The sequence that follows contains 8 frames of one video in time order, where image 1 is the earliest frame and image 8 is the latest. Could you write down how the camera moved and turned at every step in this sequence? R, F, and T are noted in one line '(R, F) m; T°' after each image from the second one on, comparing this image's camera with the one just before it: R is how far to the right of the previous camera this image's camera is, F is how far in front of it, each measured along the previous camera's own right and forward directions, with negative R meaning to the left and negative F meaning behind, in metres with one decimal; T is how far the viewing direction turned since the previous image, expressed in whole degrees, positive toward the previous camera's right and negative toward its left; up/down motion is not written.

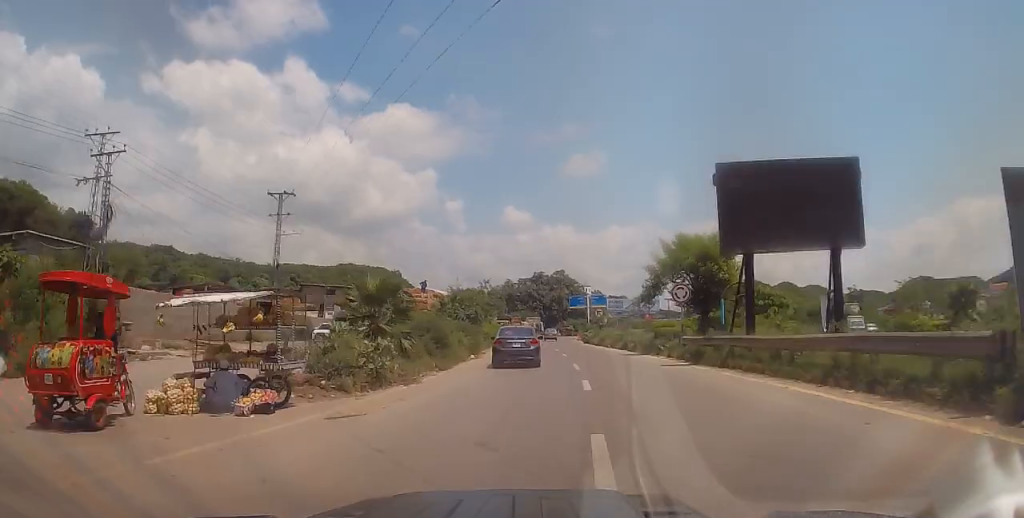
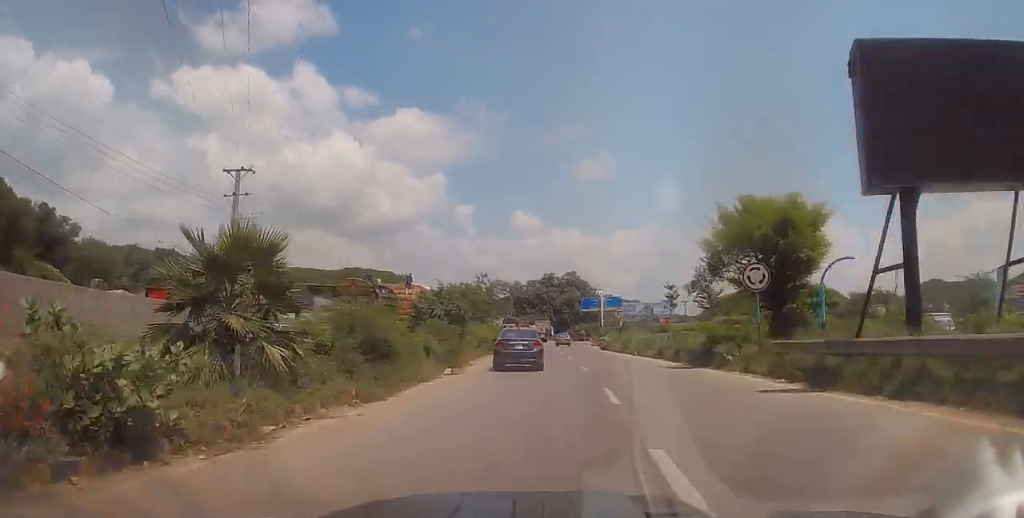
(0.0, +9.8) m; -1°
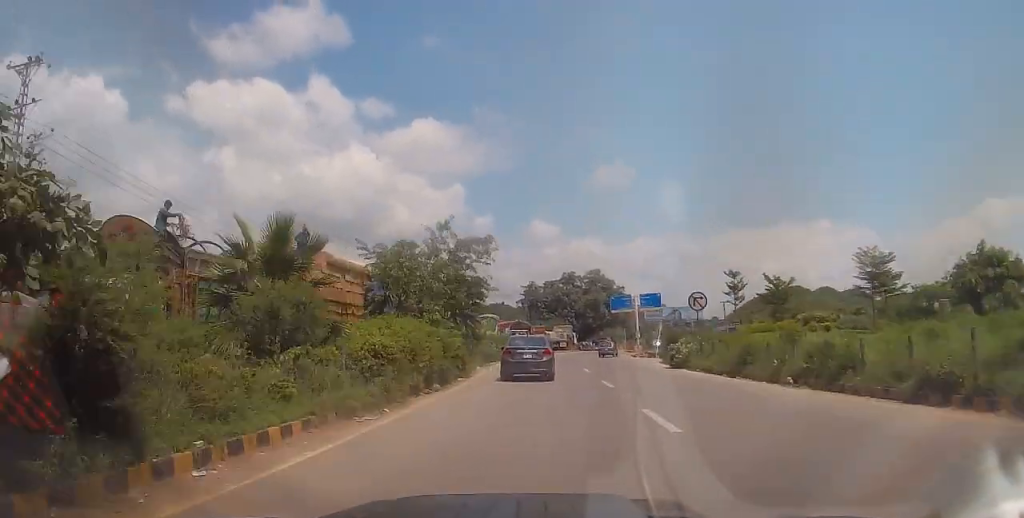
(-0.7, +22.8) m; -2°
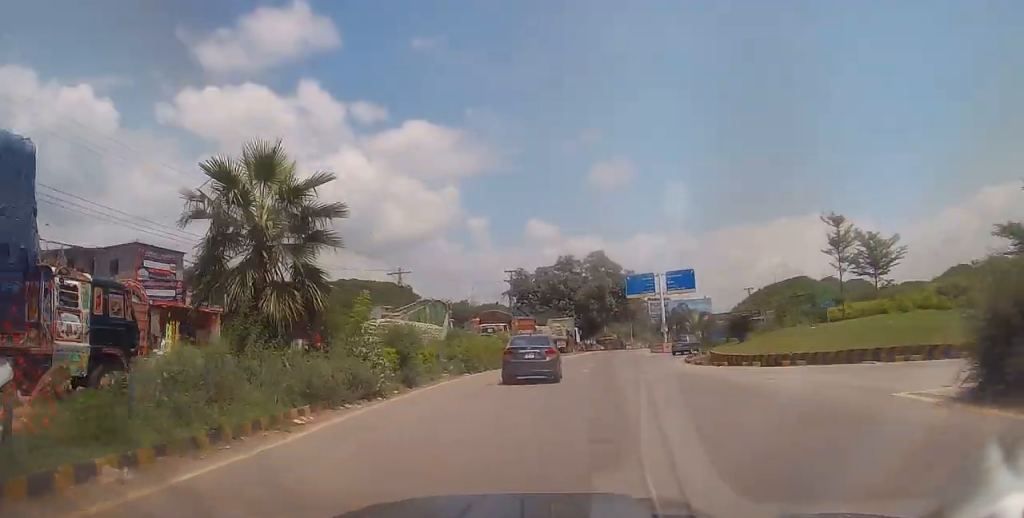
(+0.3, +26.1) m; +2°
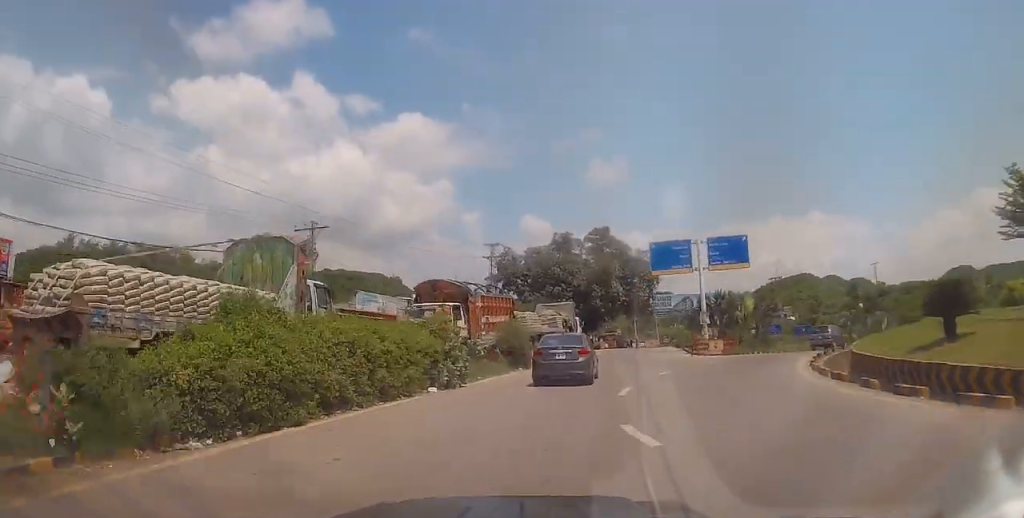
(+0.1, +20.9) m; +1°
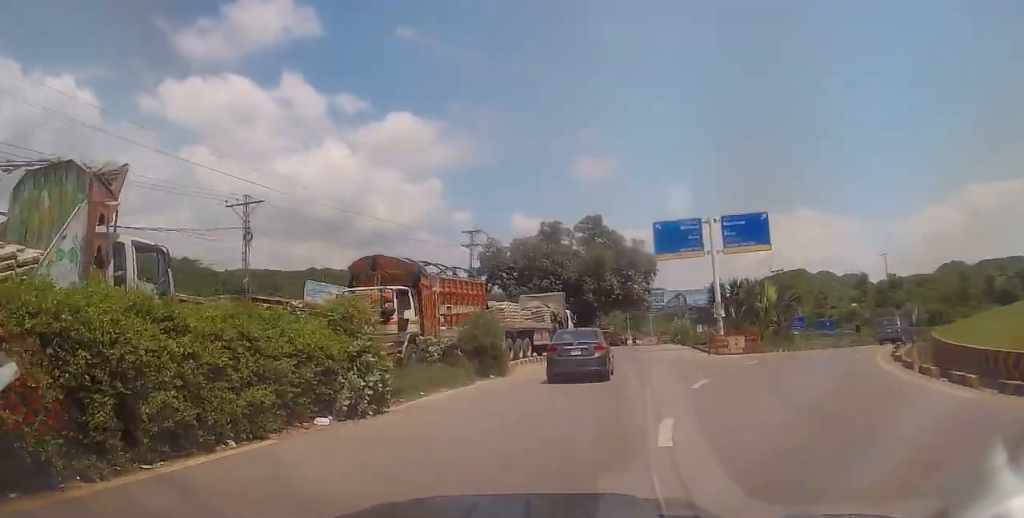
(-0.1, +7.3) m; +1°
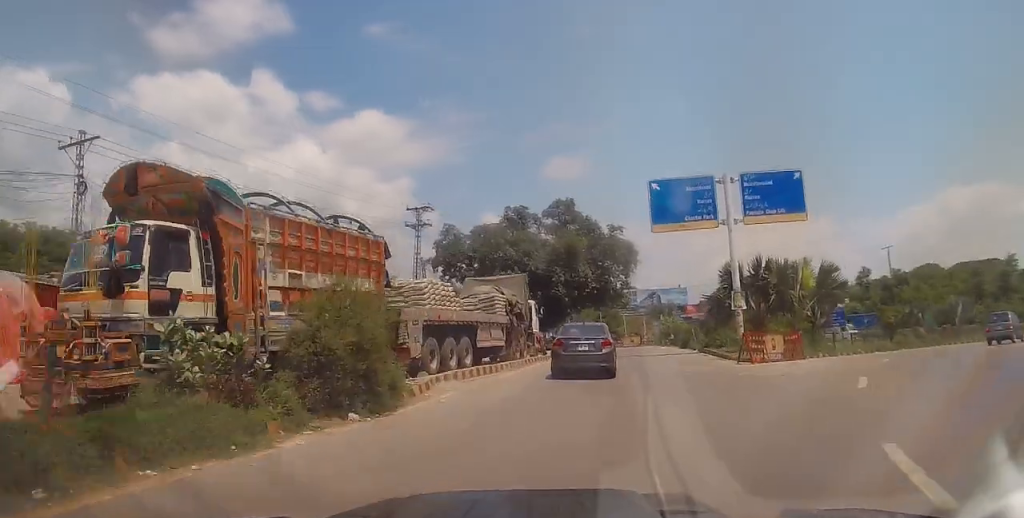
(+0.3, +10.7) m; +2°
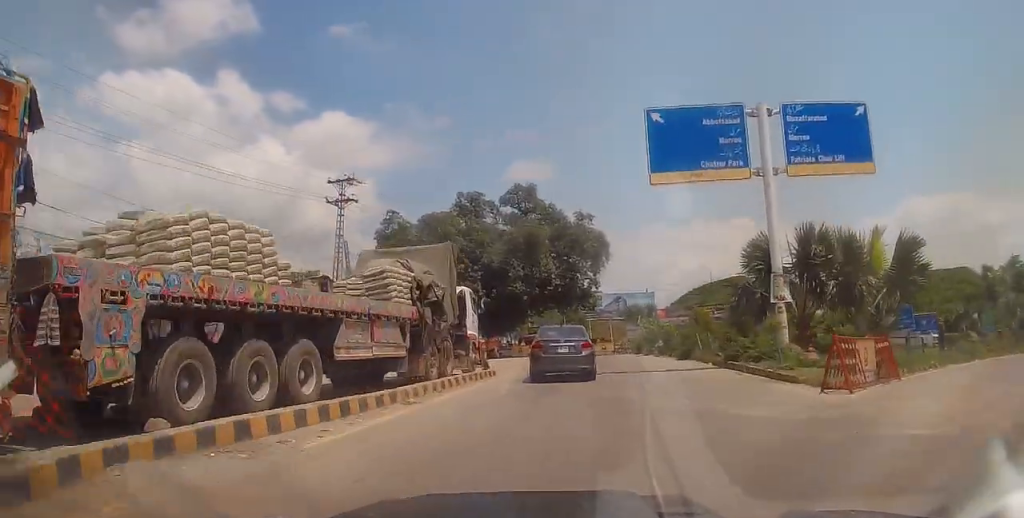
(+0.3, +10.2) m; +2°
